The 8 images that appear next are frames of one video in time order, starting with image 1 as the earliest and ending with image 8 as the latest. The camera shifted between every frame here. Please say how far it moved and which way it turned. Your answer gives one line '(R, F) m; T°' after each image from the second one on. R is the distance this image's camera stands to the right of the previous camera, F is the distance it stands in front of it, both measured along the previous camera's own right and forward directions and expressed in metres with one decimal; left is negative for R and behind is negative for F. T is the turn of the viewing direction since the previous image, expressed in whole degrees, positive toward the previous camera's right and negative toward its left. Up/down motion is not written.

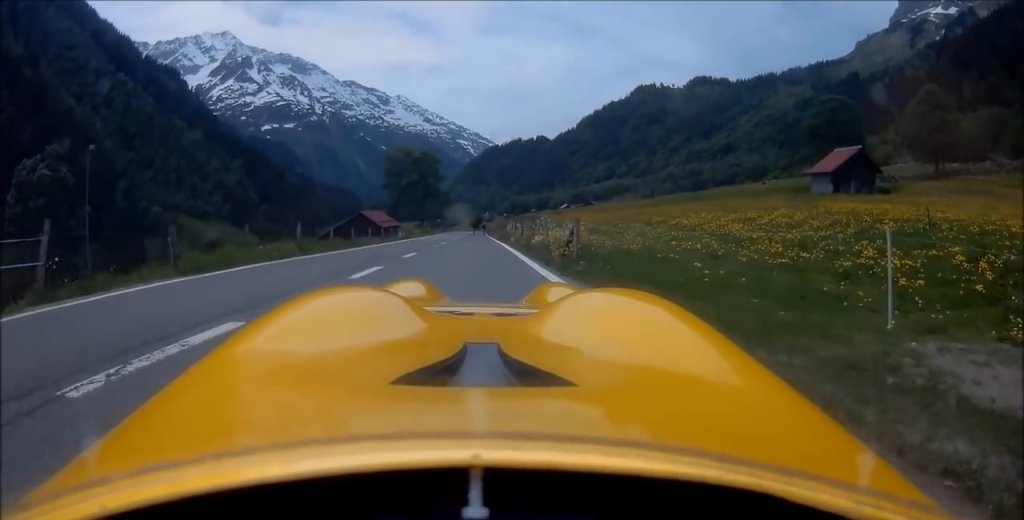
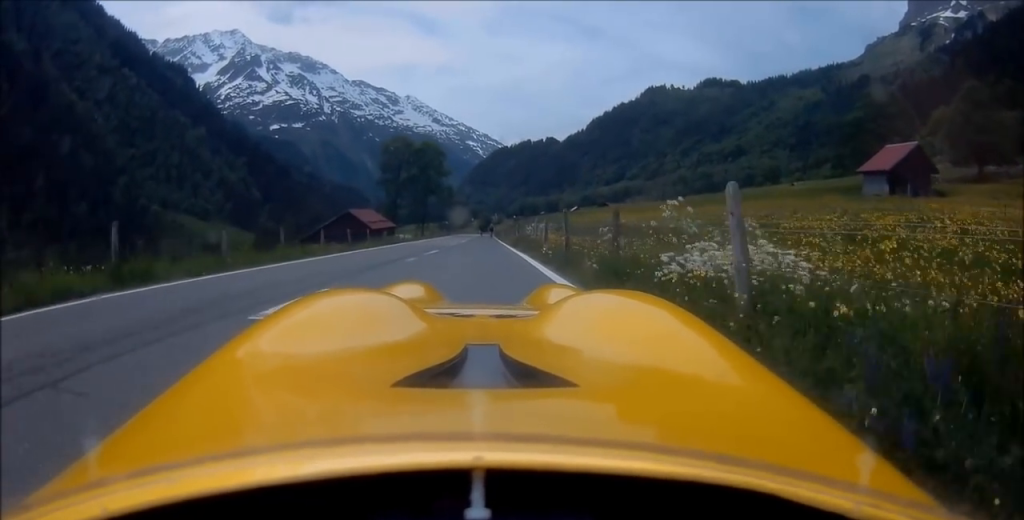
(-0.3, +10.0) m; 0°
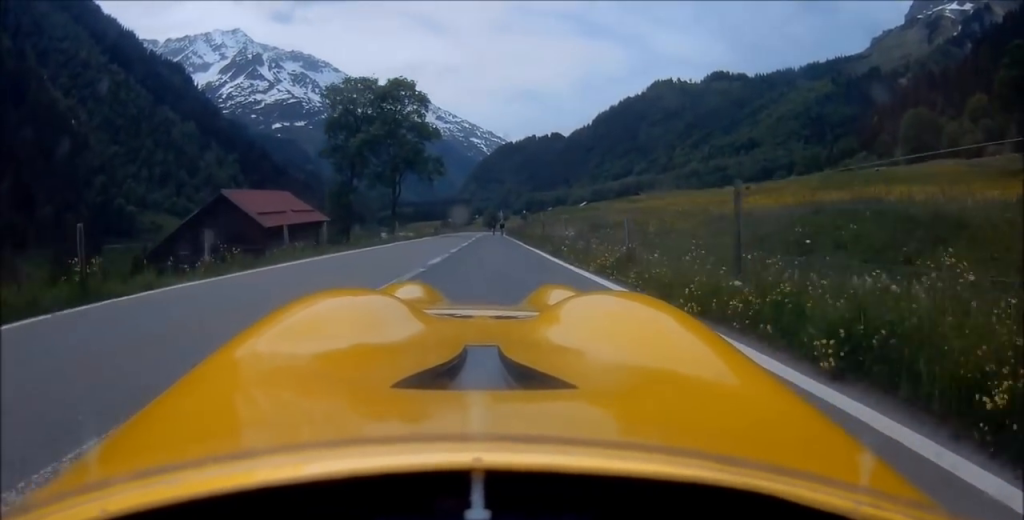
(+0.4, +29.3) m; 0°
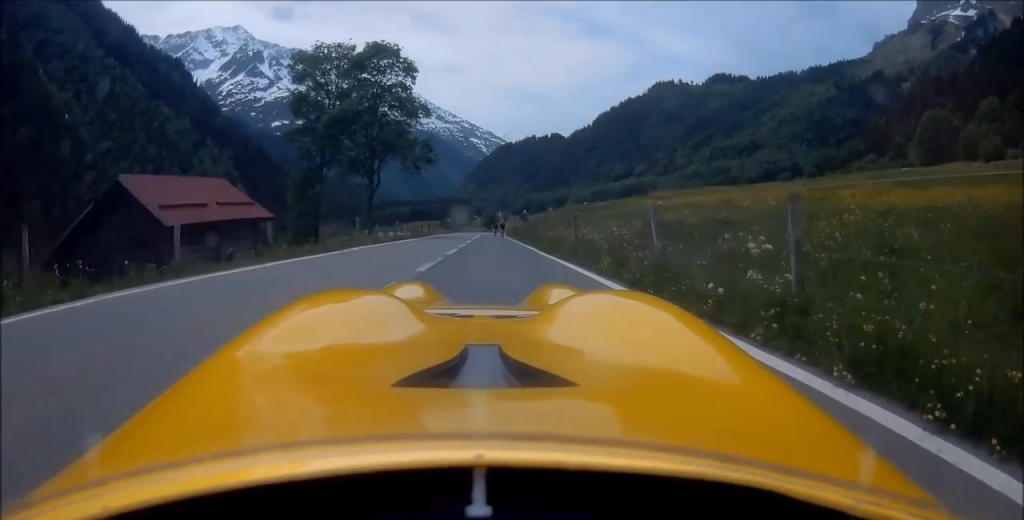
(-0.1, +8.9) m; 0°
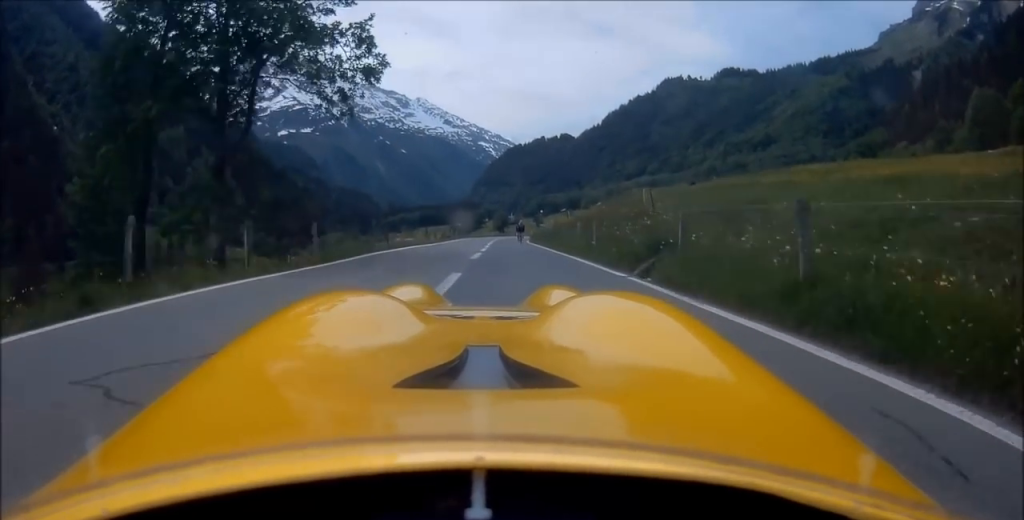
(+0.2, +22.8) m; +1°
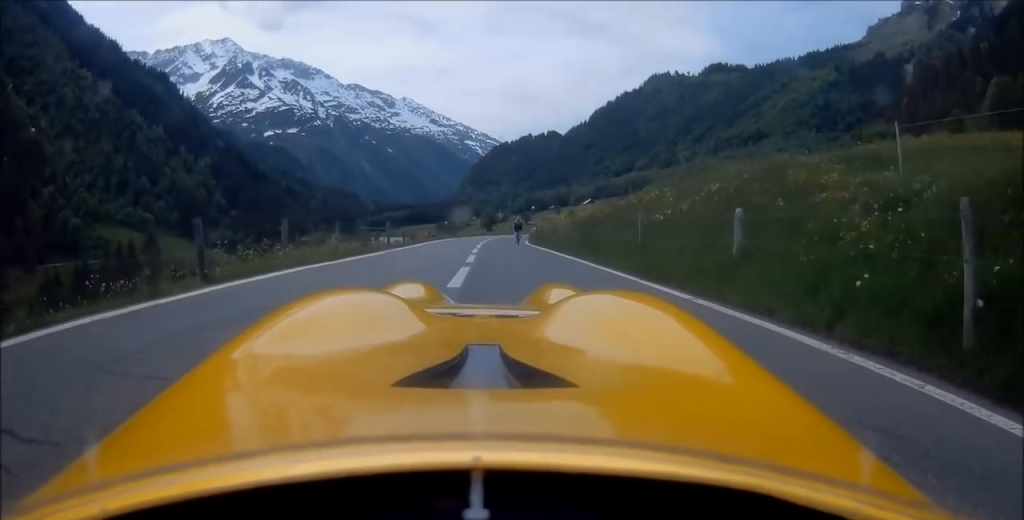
(+0.1, +14.3) m; +1°
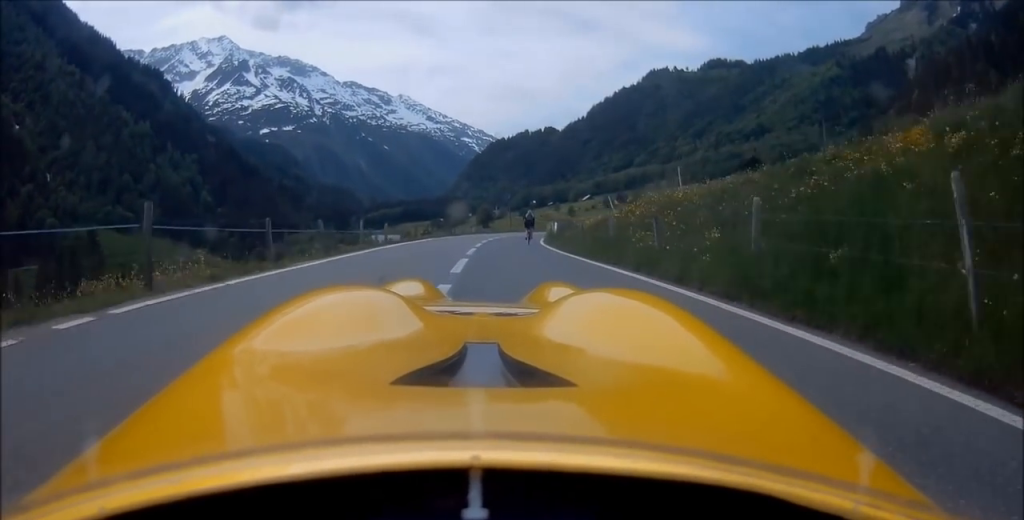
(+0.1, +16.4) m; +2°
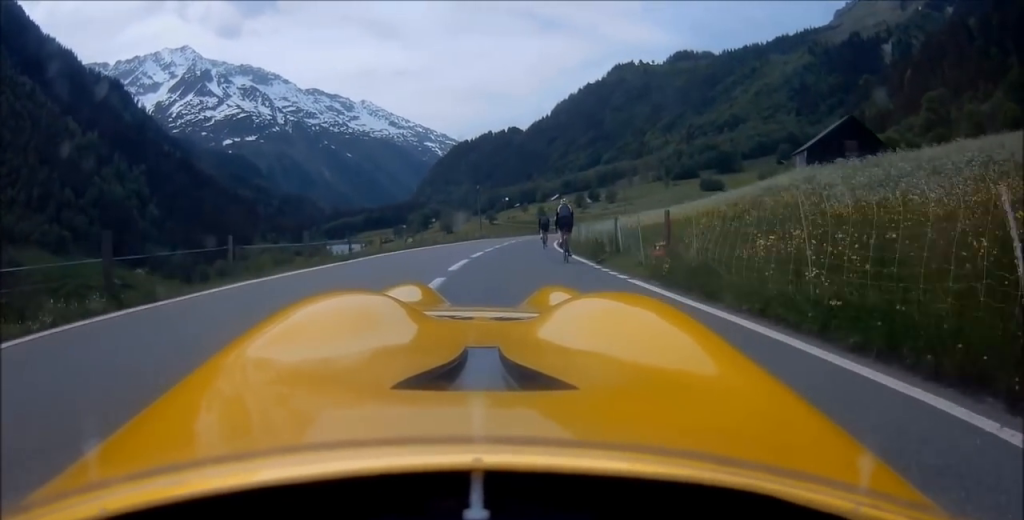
(+0.9, +28.7) m; +4°
